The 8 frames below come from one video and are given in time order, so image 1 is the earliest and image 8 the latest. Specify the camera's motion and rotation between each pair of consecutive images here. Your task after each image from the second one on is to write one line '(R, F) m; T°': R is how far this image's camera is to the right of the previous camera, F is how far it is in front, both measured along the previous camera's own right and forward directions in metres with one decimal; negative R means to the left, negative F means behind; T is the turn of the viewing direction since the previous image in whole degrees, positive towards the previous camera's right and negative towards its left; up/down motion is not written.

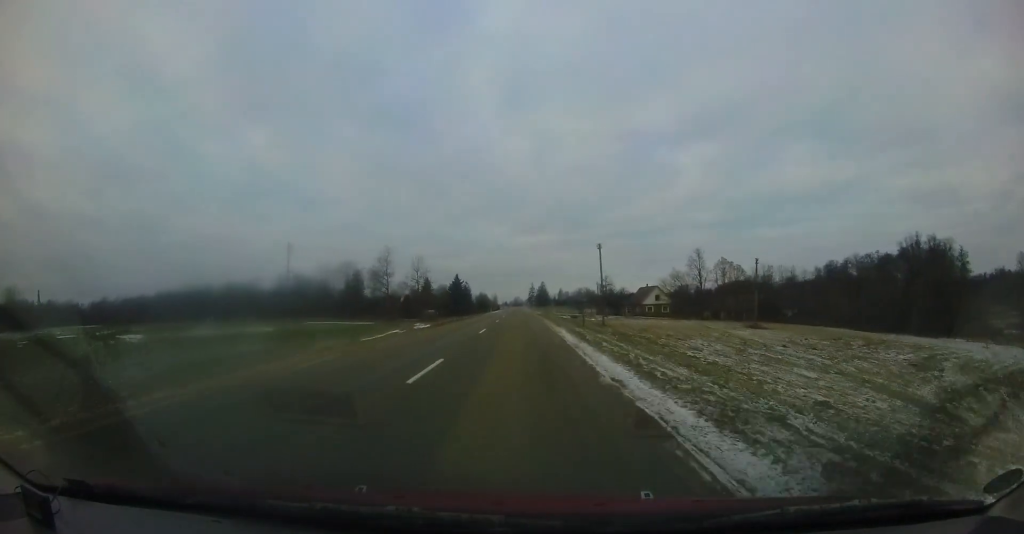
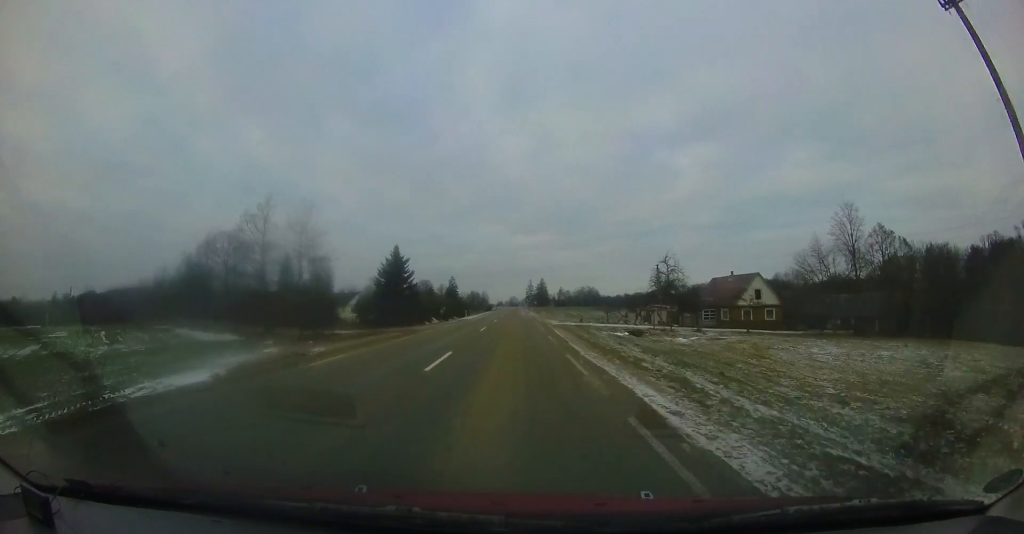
(+0.1, +34.6) m; 0°
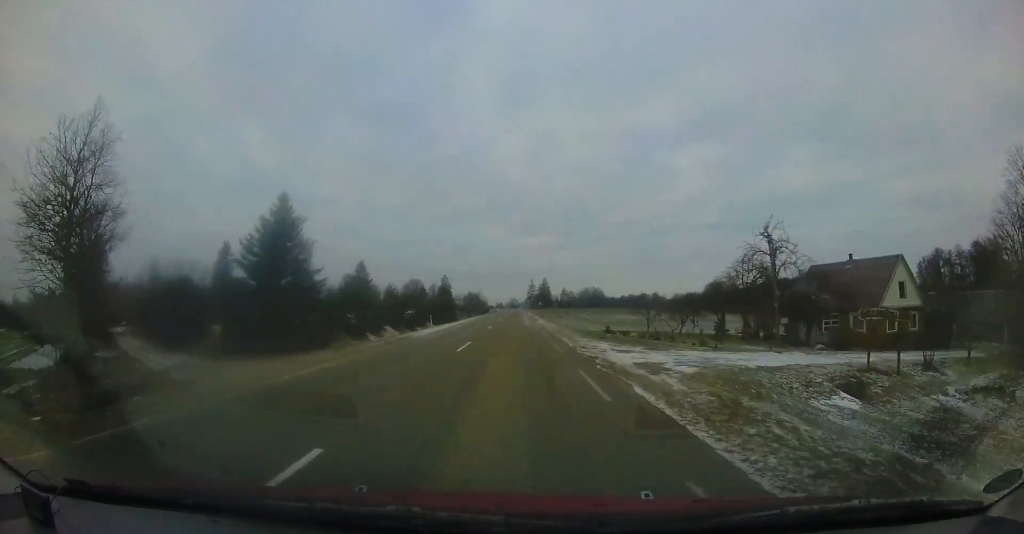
(-0.1, +19.5) m; +1°
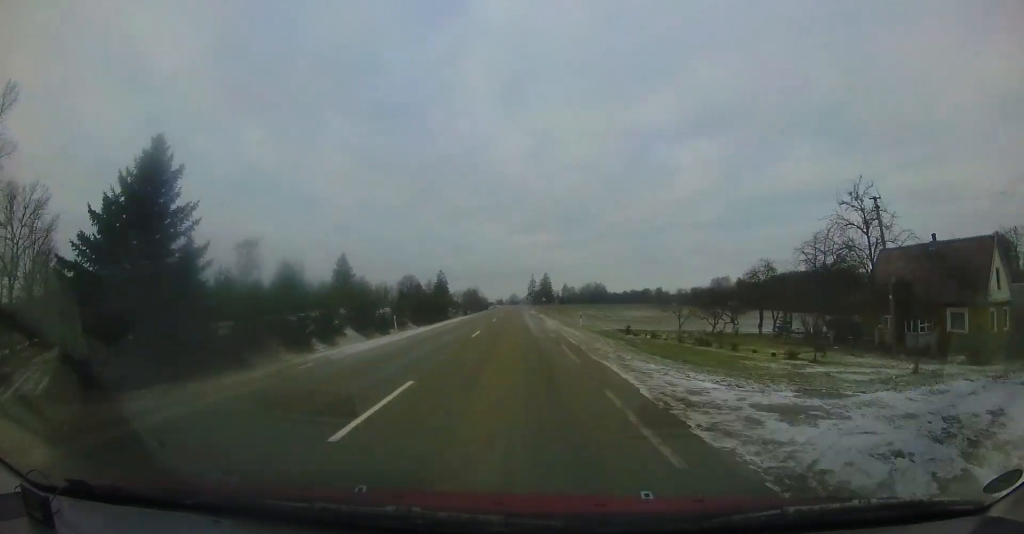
(+0.1, +8.6) m; 0°
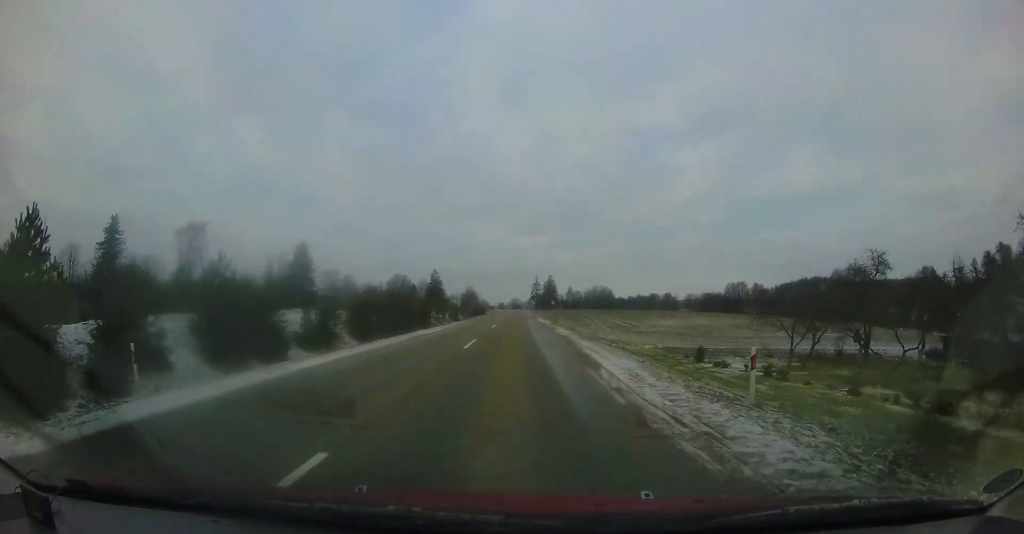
(+0.4, +15.4) m; 0°
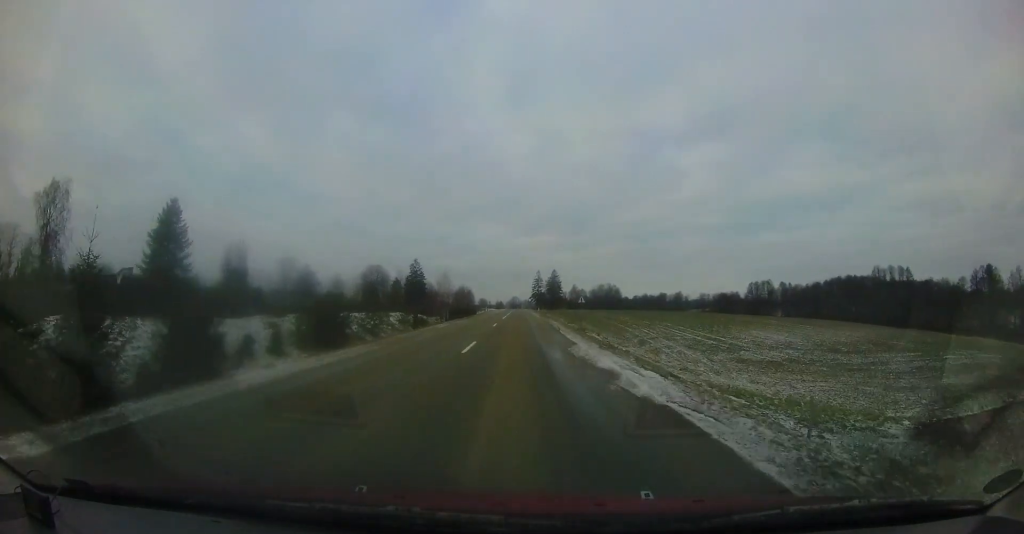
(-0.2, +25.5) m; +1°
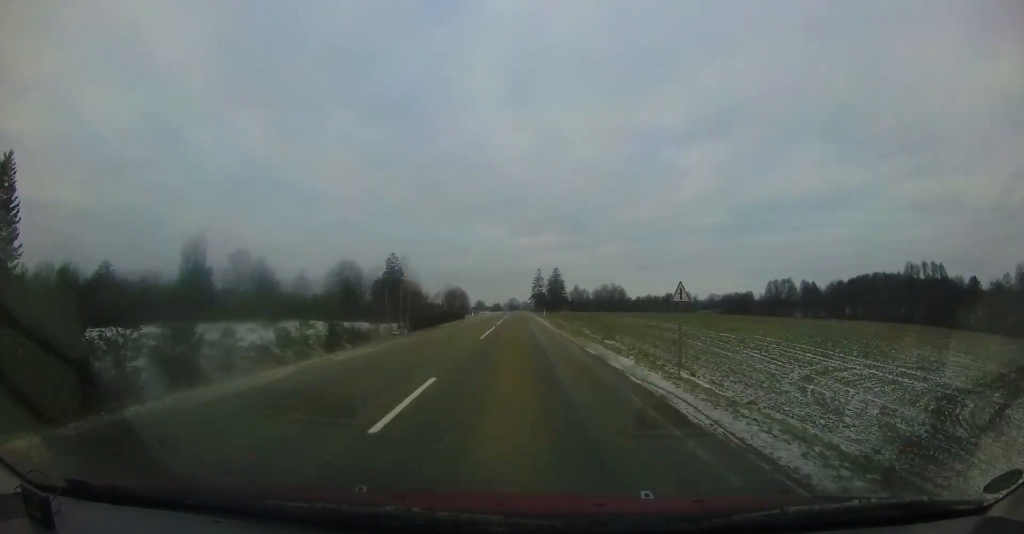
(+0.3, +19.2) m; 0°
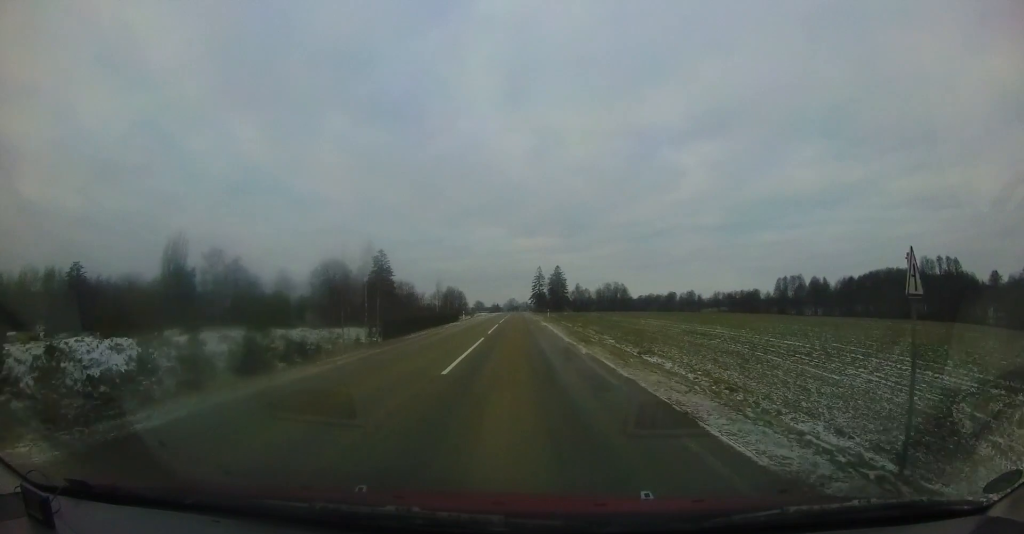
(+0.1, +8.0) m; -1°
